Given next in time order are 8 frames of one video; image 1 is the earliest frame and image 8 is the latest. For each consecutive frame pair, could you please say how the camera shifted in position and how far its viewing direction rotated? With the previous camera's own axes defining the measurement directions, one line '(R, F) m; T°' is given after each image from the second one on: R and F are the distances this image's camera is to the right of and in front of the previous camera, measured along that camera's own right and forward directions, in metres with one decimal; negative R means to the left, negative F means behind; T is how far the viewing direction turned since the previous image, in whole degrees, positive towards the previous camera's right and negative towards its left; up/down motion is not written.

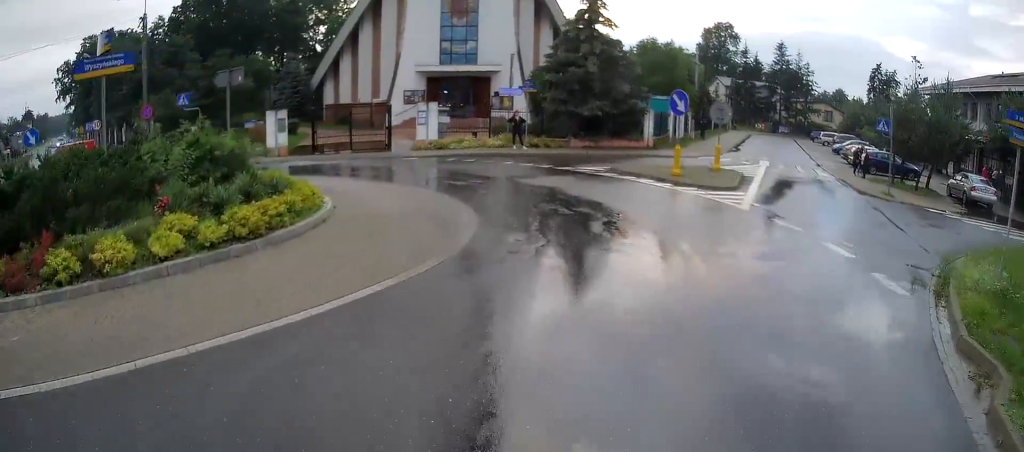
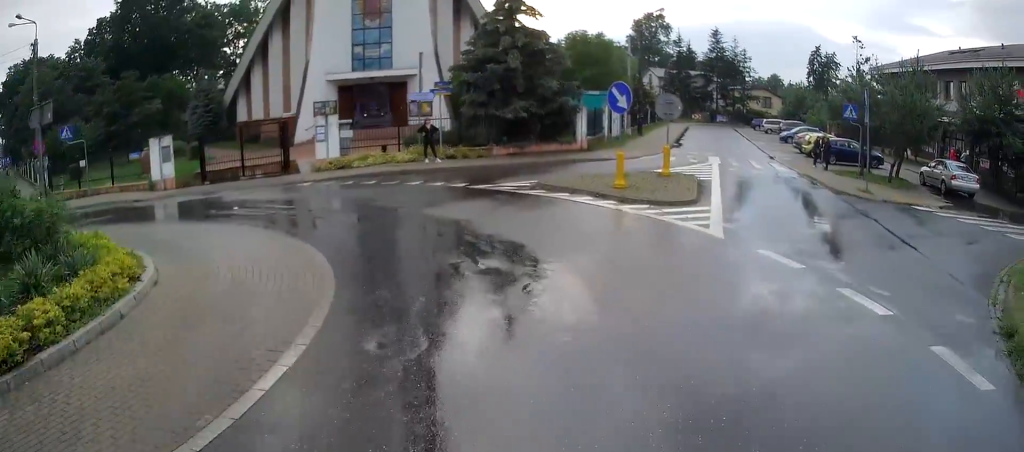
(+0.1, +3.9) m; +1°
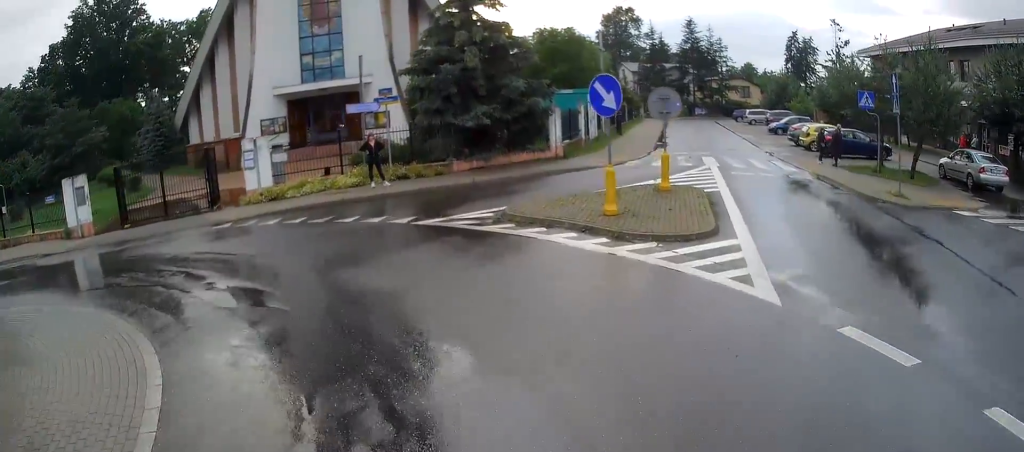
(0.0, +4.1) m; -1°
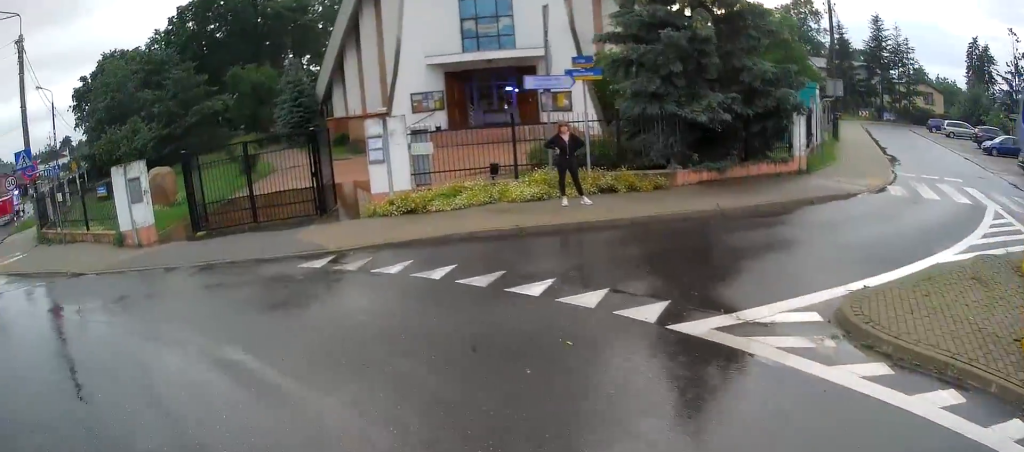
(-0.3, +6.9) m; -9°
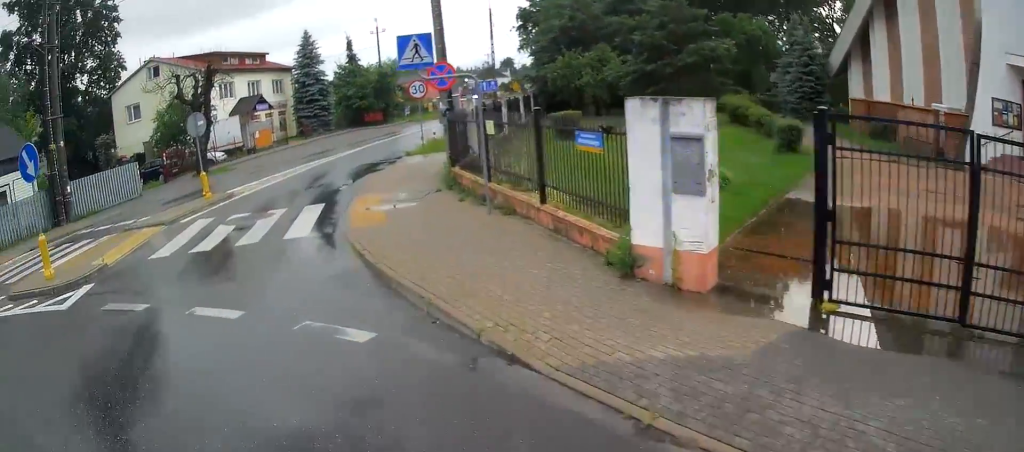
(-2.1, +7.3) m; -39°
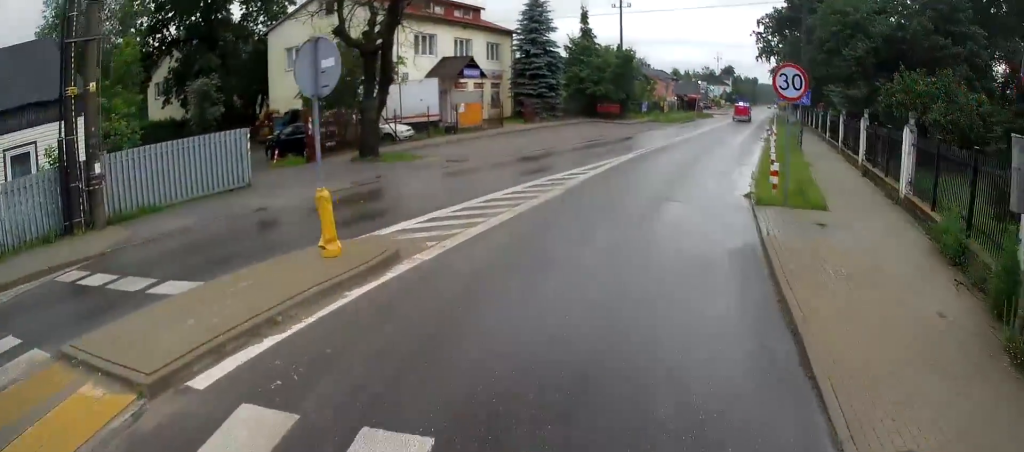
(-3.1, +10.0) m; -20°
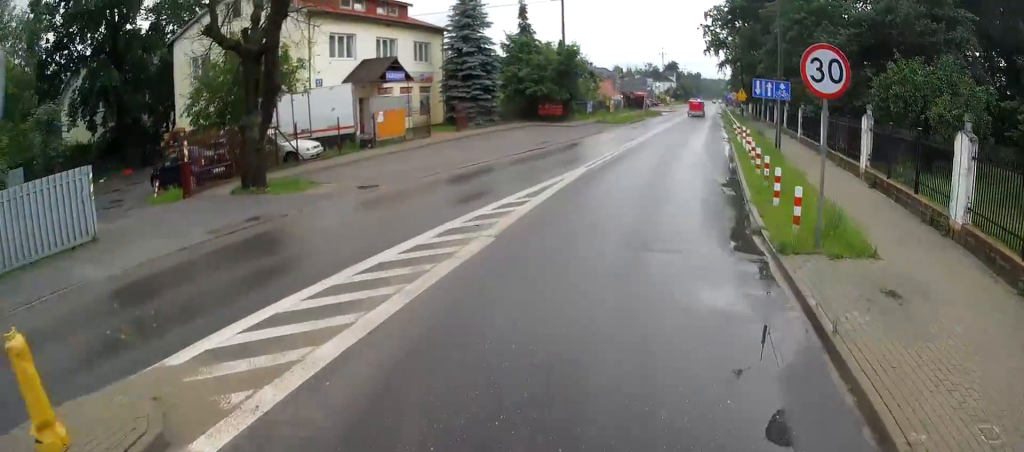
(-0.3, +4.2) m; +3°
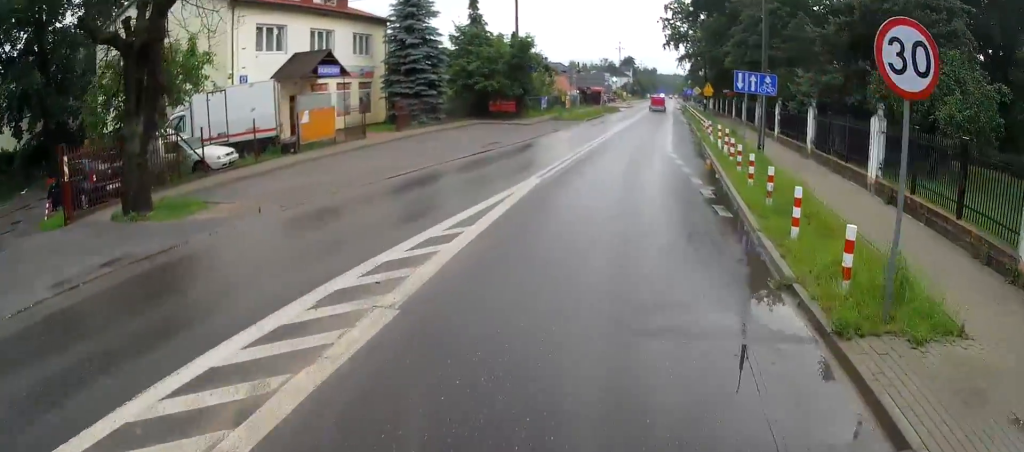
(+0.4, +3.6) m; +4°
